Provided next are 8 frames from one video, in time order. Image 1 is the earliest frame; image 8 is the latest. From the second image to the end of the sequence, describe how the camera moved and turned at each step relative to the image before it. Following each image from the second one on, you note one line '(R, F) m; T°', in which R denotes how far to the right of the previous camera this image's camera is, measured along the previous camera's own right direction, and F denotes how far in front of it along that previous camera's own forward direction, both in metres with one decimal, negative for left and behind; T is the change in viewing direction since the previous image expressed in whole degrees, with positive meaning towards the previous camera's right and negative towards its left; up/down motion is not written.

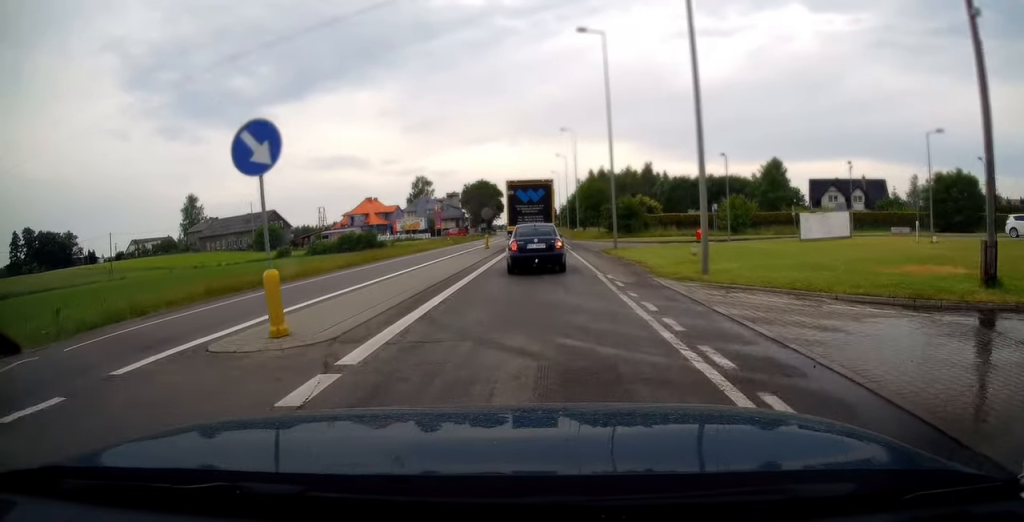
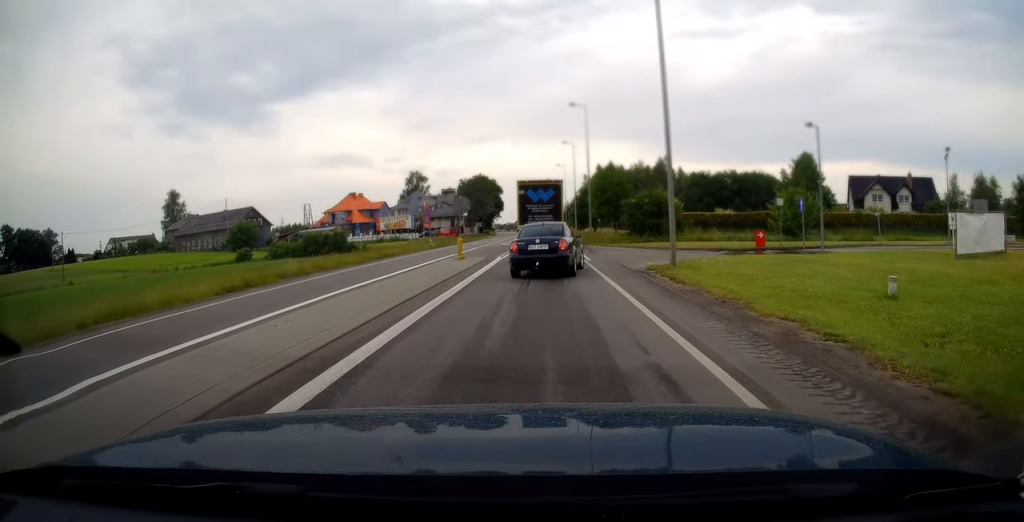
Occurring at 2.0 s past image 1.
(-0.1, +13.0) m; -1°
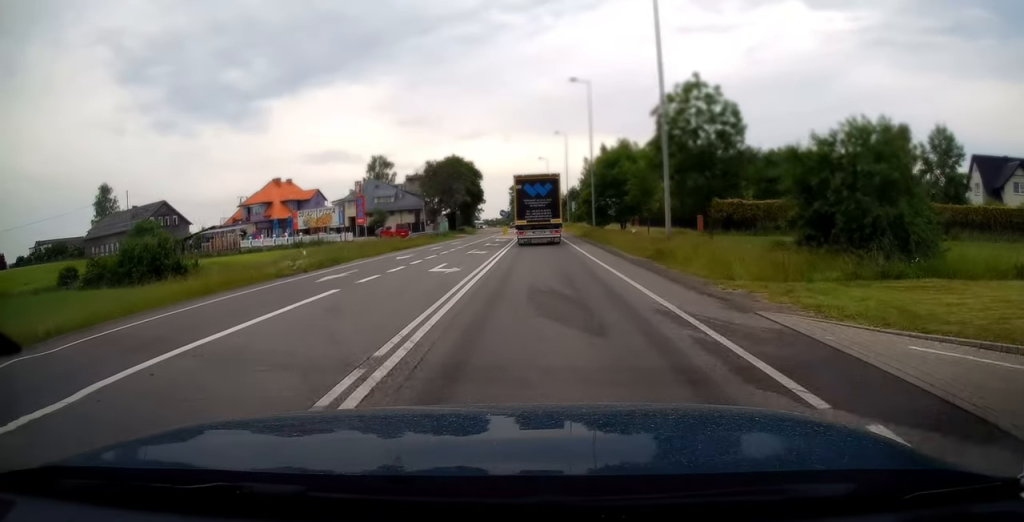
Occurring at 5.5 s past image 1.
(+0.3, +30.6) m; +1°
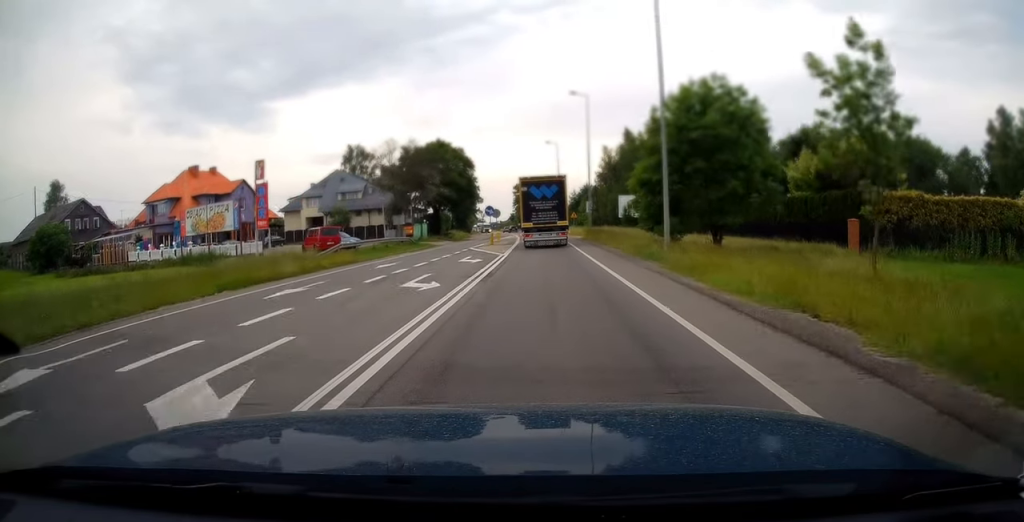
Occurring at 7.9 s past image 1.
(+0.2, +25.1) m; -1°
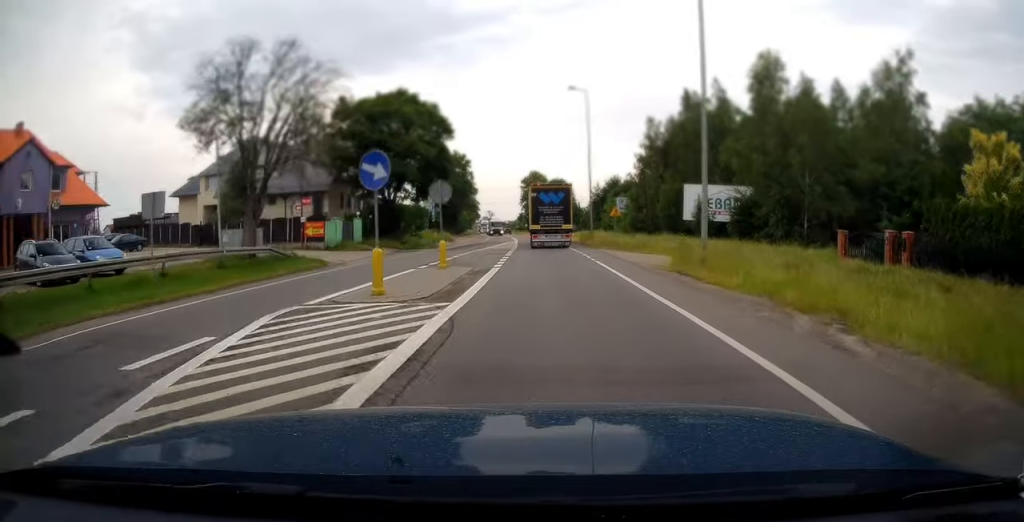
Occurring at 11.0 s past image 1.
(-0.6, +35.1) m; -1°
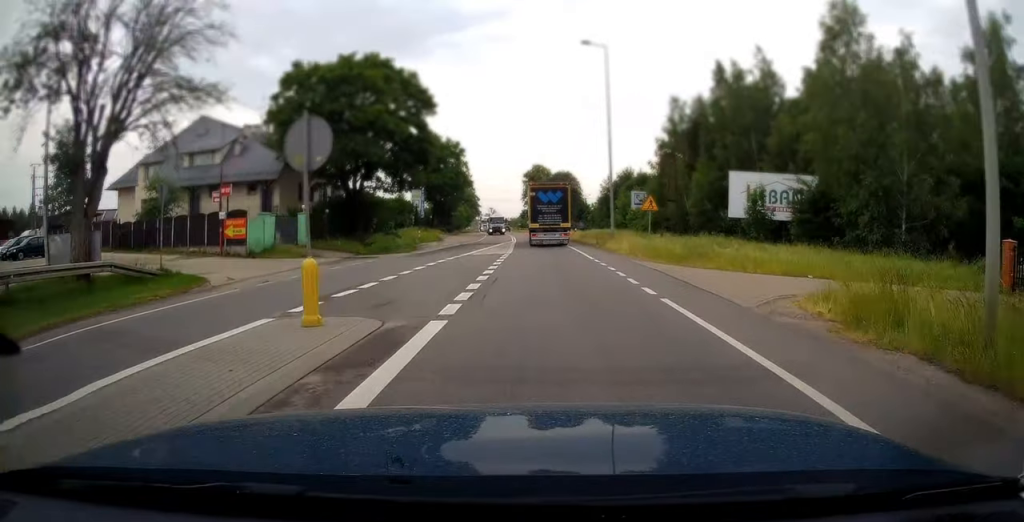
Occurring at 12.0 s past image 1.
(+0.1, +11.9) m; 0°
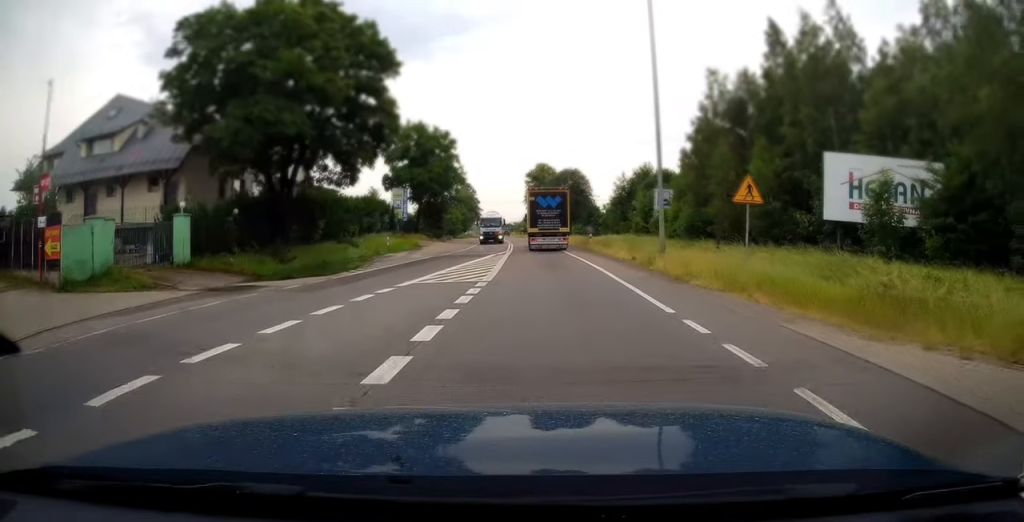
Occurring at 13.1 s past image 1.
(-0.1, +13.7) m; 0°
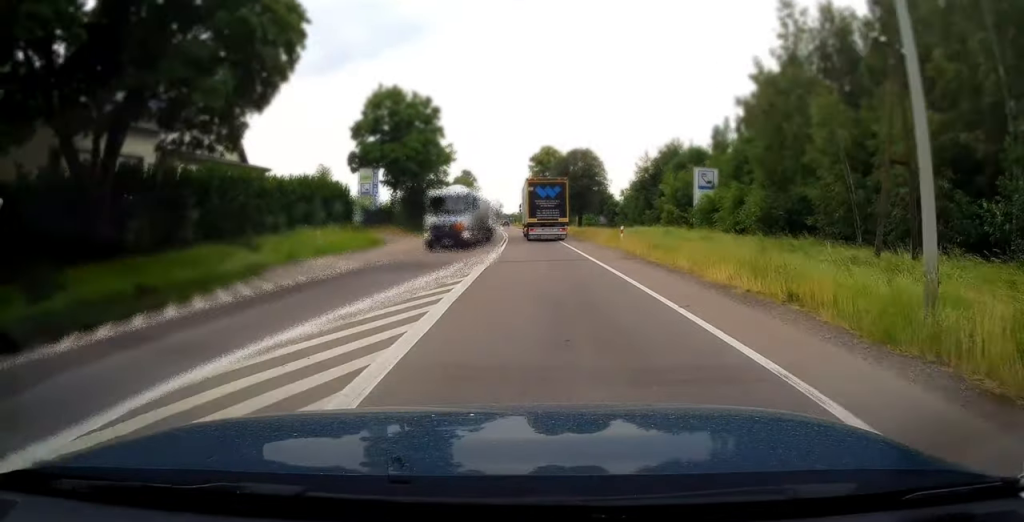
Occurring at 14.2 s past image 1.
(0.0, +14.8) m; 0°
